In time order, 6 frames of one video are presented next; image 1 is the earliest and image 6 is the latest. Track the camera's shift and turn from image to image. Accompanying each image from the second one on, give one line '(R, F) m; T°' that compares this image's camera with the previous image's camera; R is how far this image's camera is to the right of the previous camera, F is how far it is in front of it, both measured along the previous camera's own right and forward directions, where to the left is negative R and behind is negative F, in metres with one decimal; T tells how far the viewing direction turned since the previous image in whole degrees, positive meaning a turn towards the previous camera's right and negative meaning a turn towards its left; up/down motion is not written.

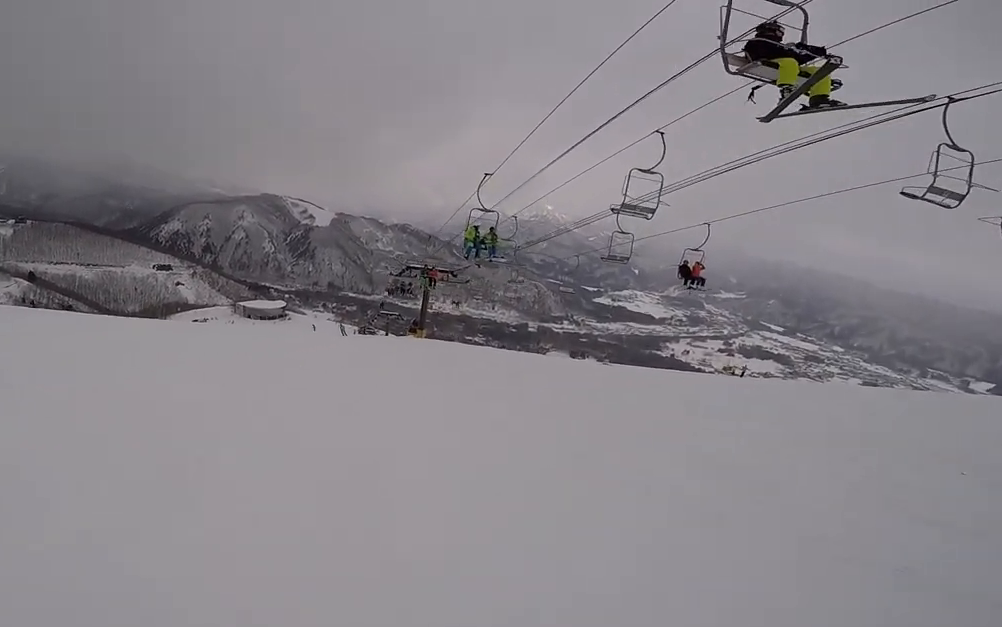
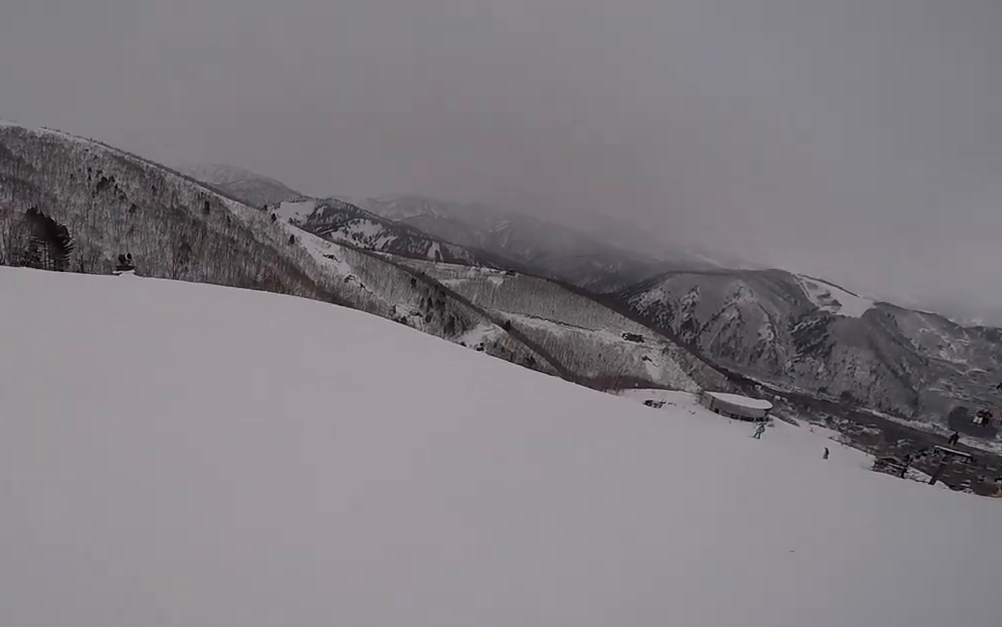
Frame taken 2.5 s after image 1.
(-7.4, +10.9) m; -67°
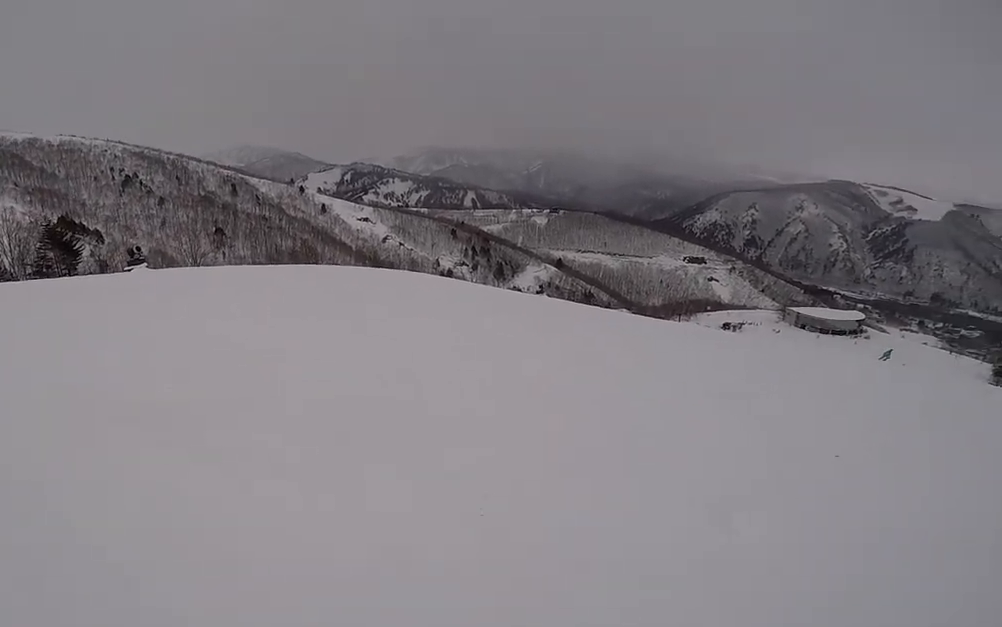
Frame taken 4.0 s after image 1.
(-0.8, +7.5) m; +10°
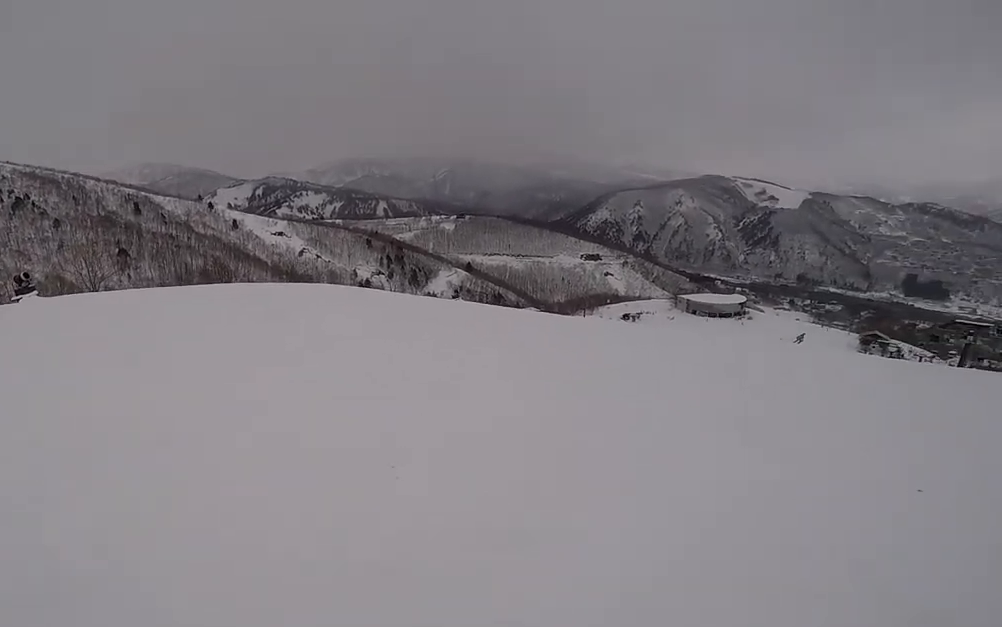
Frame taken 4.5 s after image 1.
(+0.2, +2.5) m; +10°
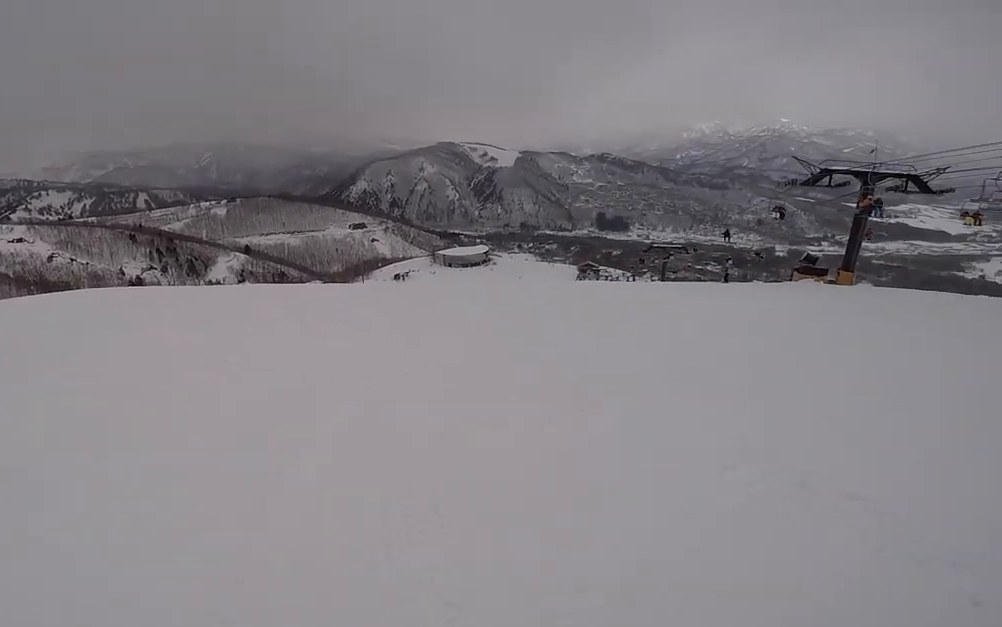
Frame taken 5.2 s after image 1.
(+0.3, +3.2) m; +23°
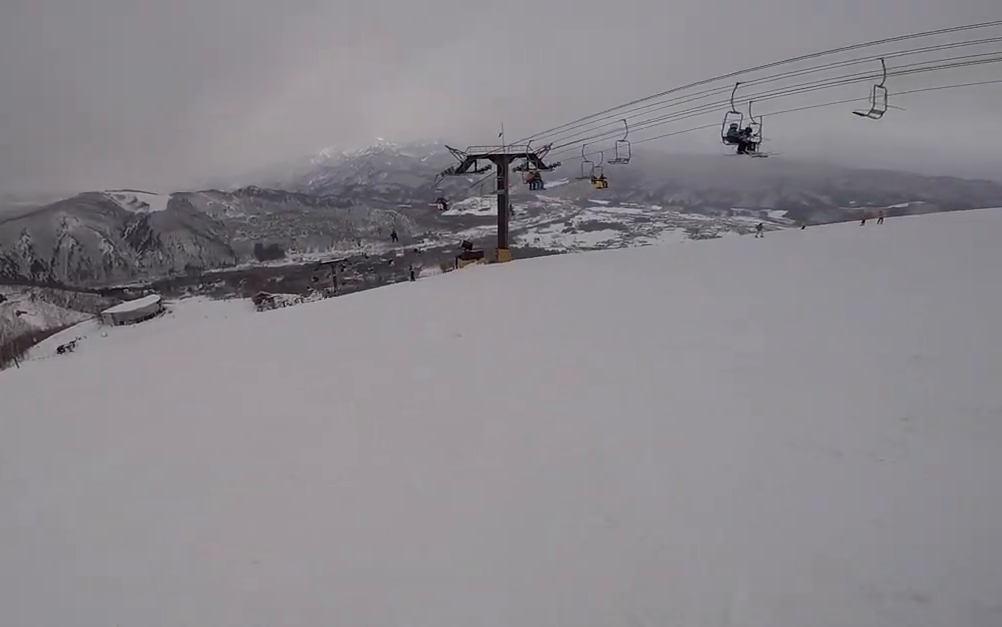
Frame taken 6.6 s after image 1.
(+2.6, +5.6) m; +47°
